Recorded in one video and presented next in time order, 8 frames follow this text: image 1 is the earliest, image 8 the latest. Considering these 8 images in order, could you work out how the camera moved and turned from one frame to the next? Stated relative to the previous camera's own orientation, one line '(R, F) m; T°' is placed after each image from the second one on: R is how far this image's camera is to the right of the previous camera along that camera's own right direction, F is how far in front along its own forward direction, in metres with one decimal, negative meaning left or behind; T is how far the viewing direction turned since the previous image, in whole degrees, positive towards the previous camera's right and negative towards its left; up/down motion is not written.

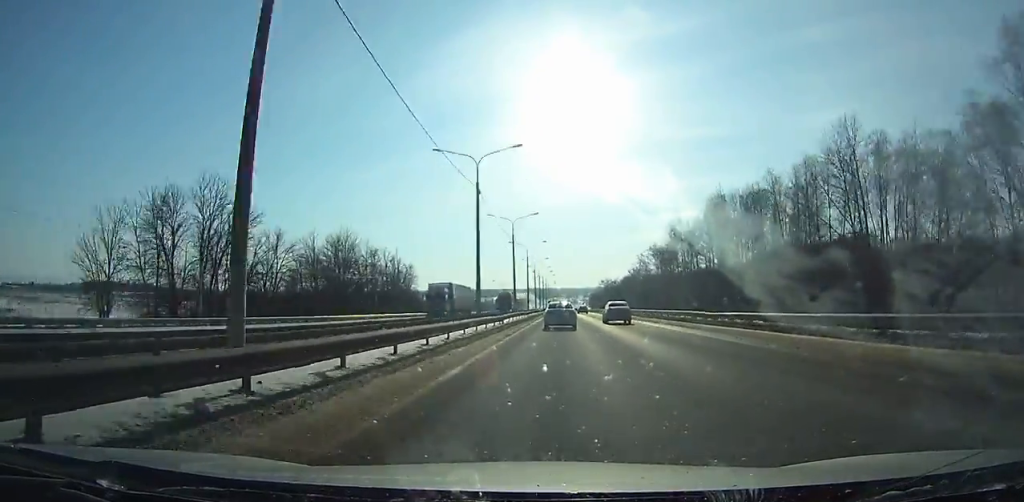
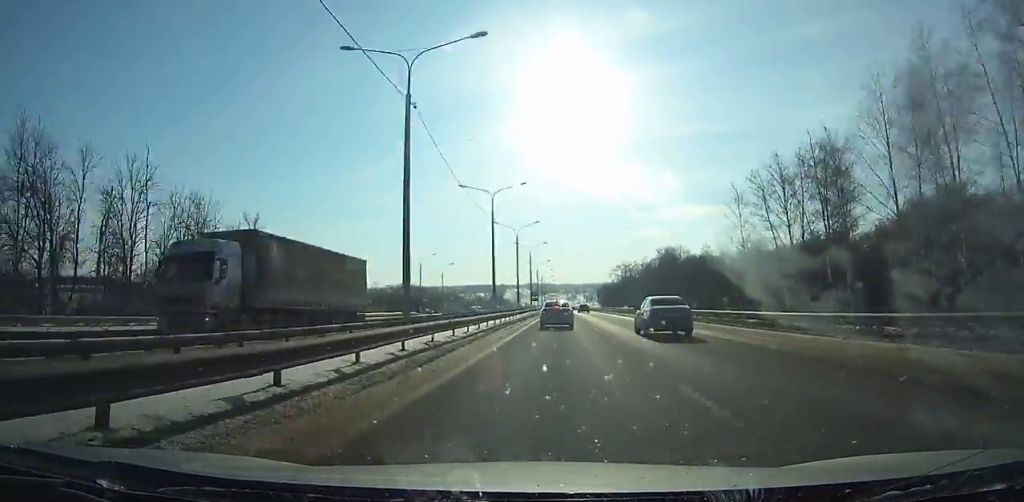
(+0.1, +86.9) m; 0°
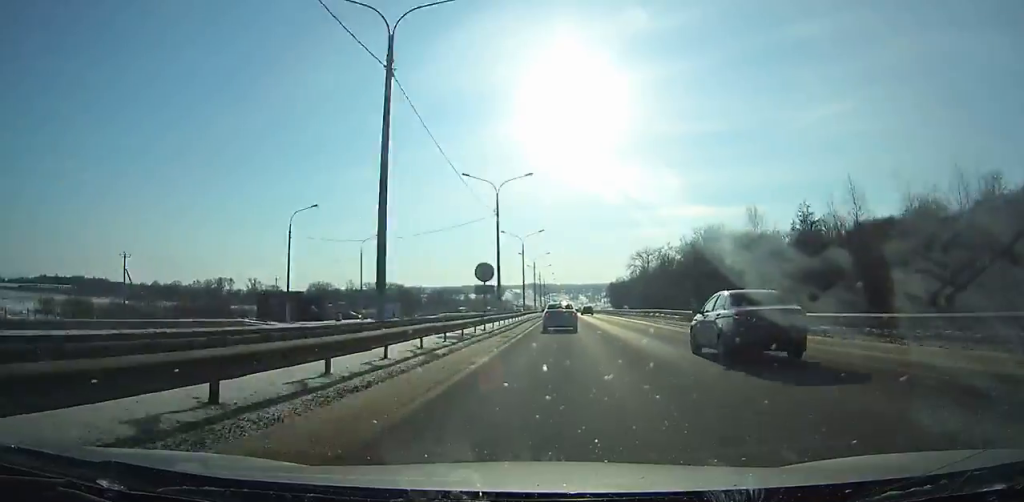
(+0.1, +51.8) m; 0°
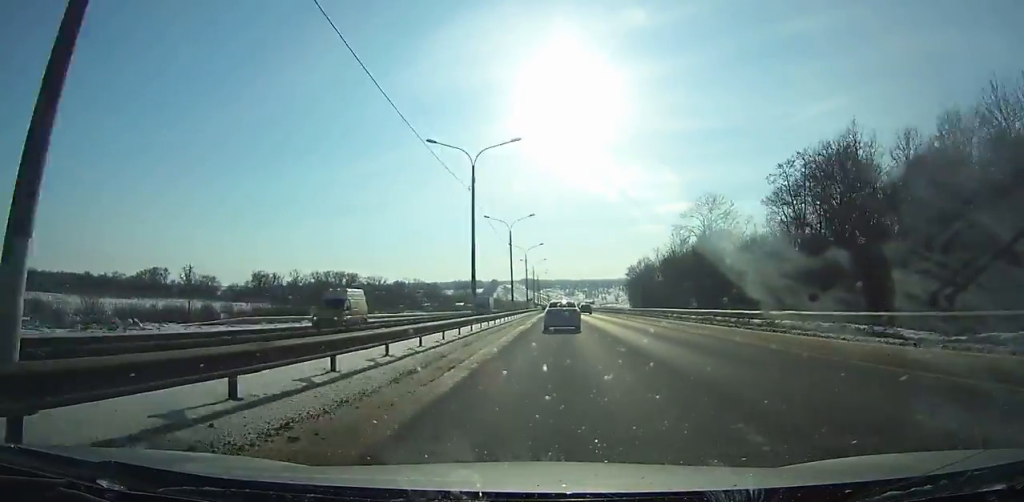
(+0.1, +70.8) m; 0°
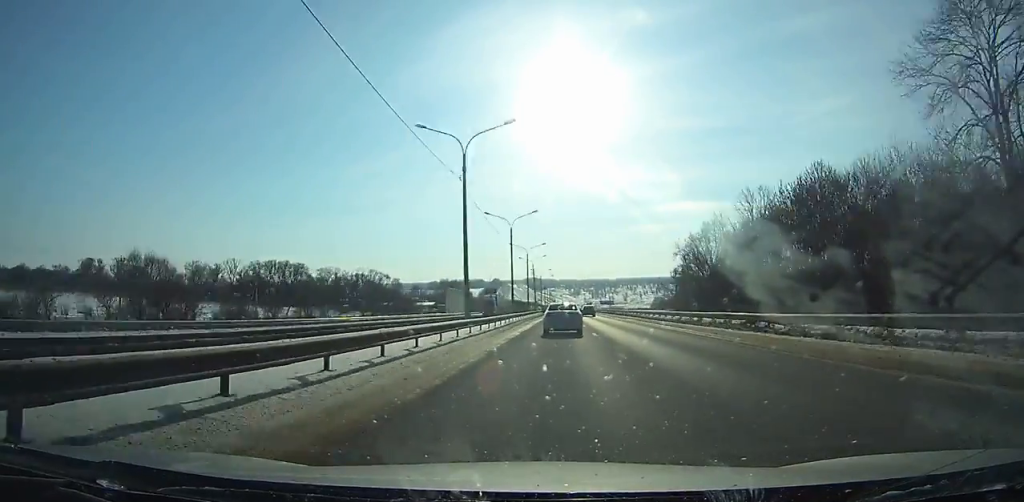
(0.0, +61.4) m; 0°
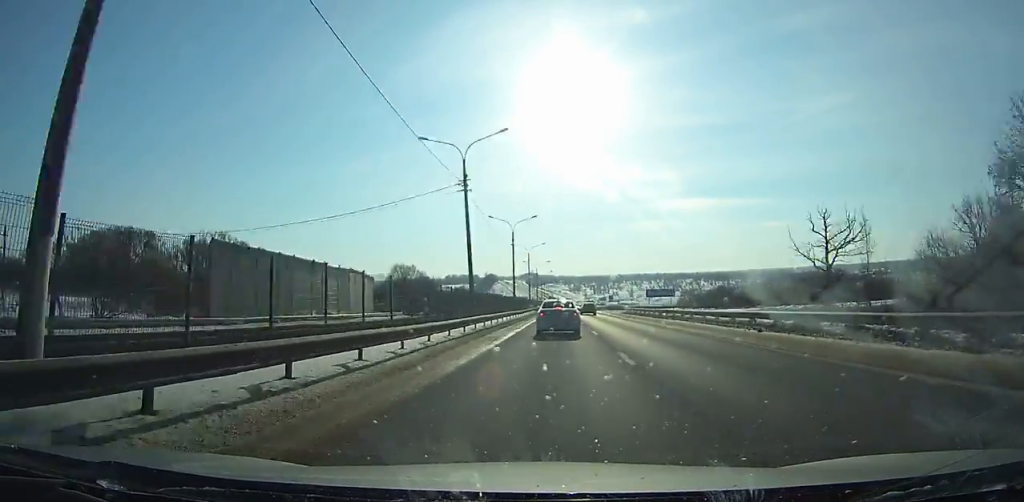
(-0.1, +85.1) m; 0°
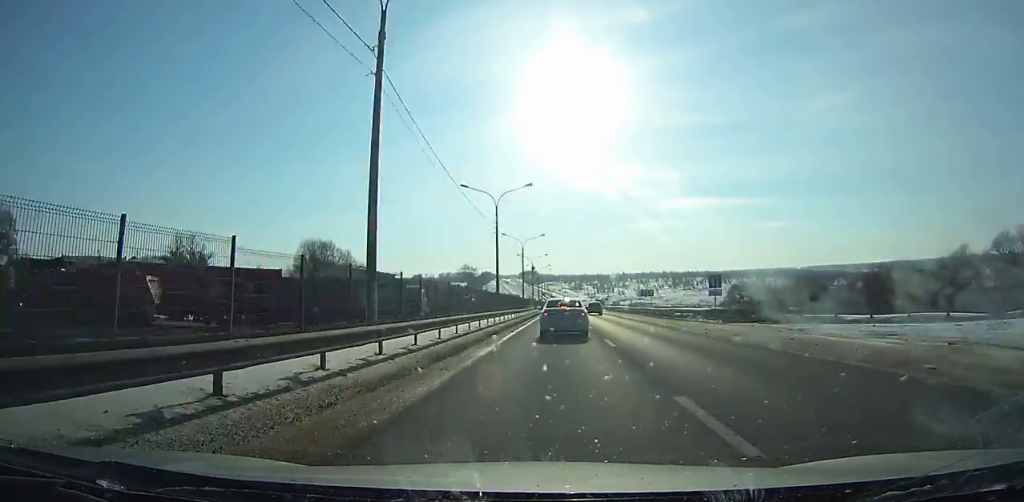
(+0.1, +78.0) m; 0°
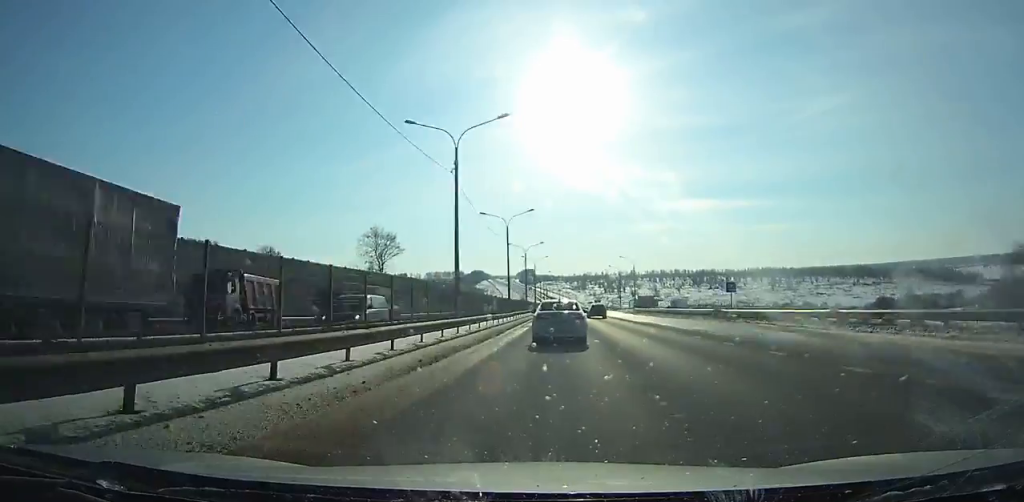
(0.0, +137.1) m; 0°
